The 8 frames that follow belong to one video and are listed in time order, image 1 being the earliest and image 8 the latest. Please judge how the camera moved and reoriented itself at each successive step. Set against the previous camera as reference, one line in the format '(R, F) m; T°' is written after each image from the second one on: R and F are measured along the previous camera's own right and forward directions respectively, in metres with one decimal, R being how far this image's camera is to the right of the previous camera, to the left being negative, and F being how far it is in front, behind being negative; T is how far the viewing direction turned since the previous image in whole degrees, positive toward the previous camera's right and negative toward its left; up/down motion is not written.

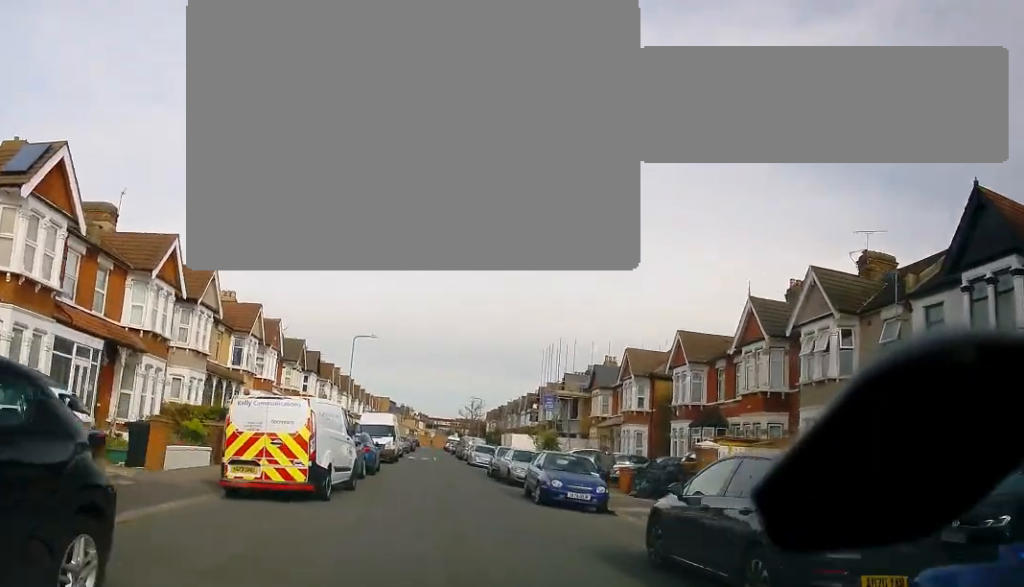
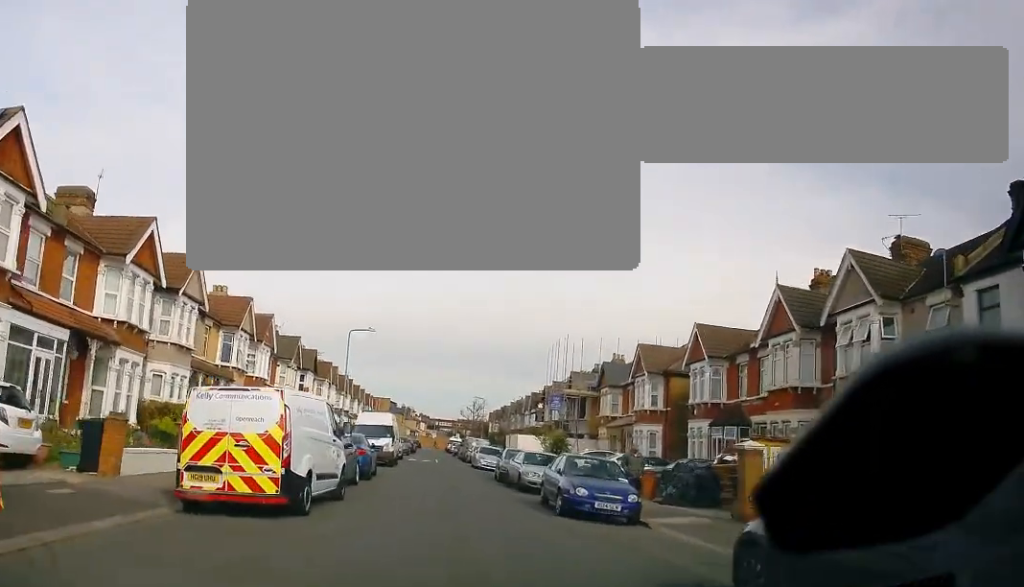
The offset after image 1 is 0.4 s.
(+0.1, +2.5) m; -2°
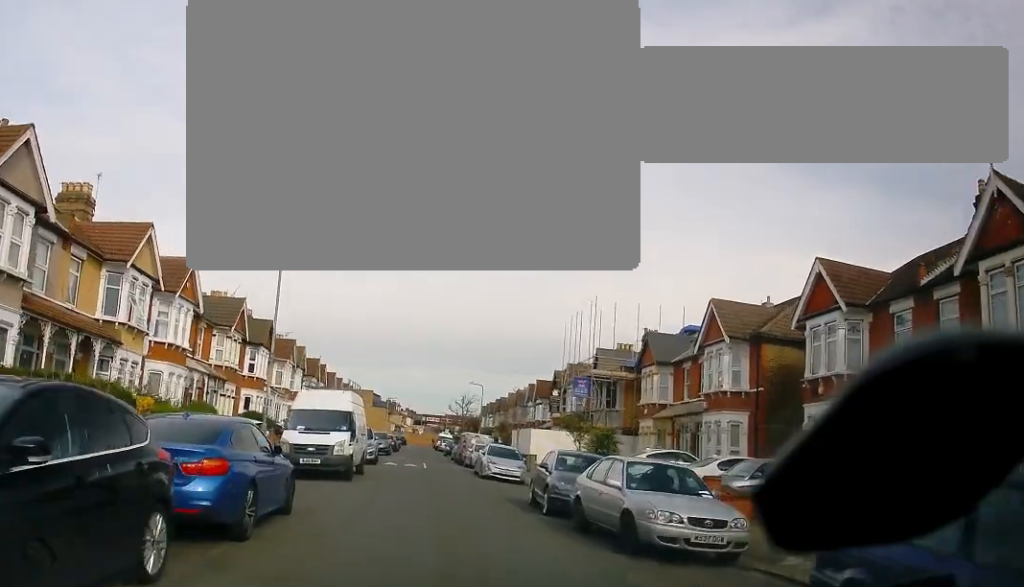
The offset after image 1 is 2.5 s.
(-0.1, +13.4) m; 0°
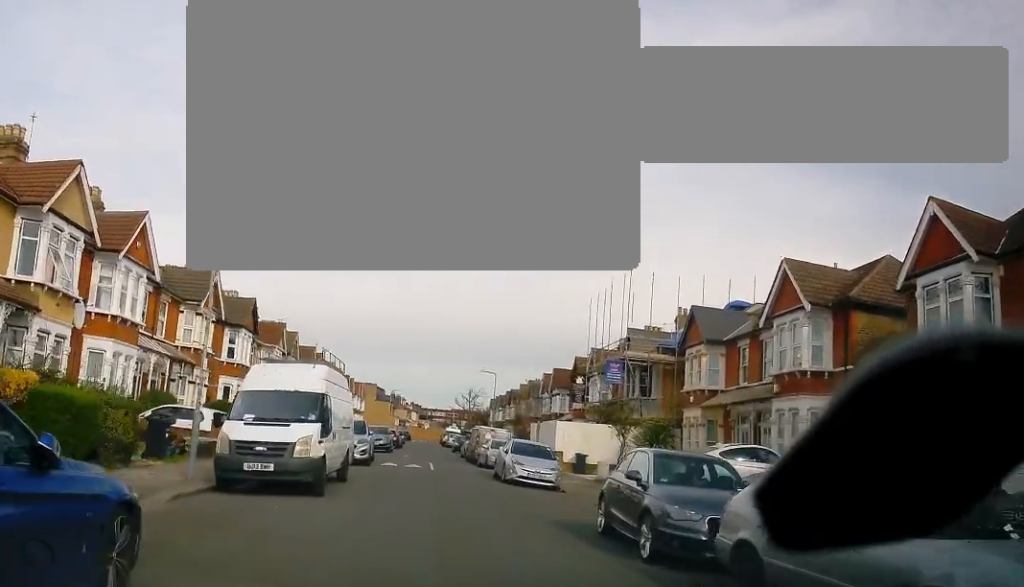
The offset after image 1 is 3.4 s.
(-0.2, +6.4) m; +1°
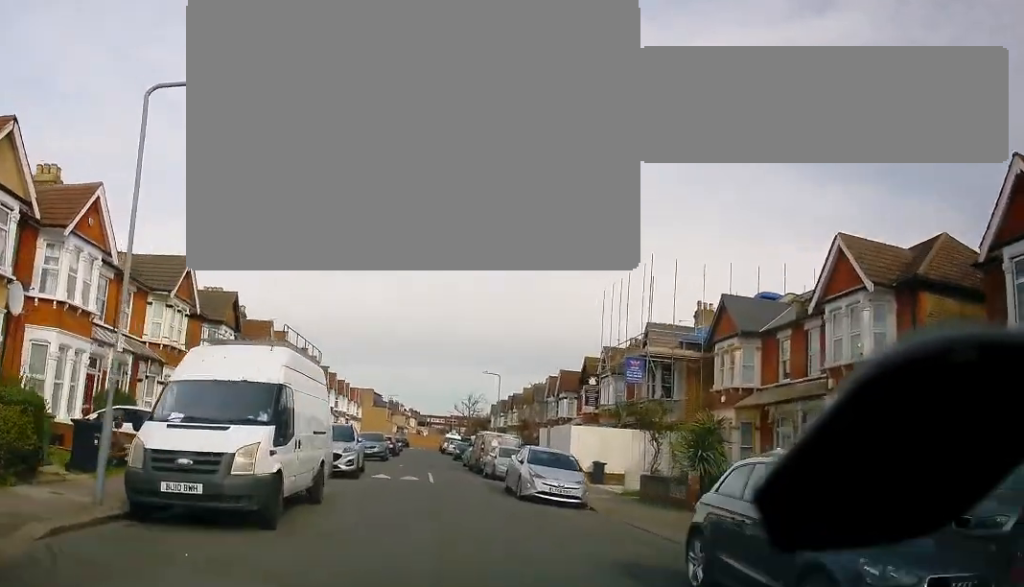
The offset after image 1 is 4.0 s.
(0.0, +3.8) m; 0°
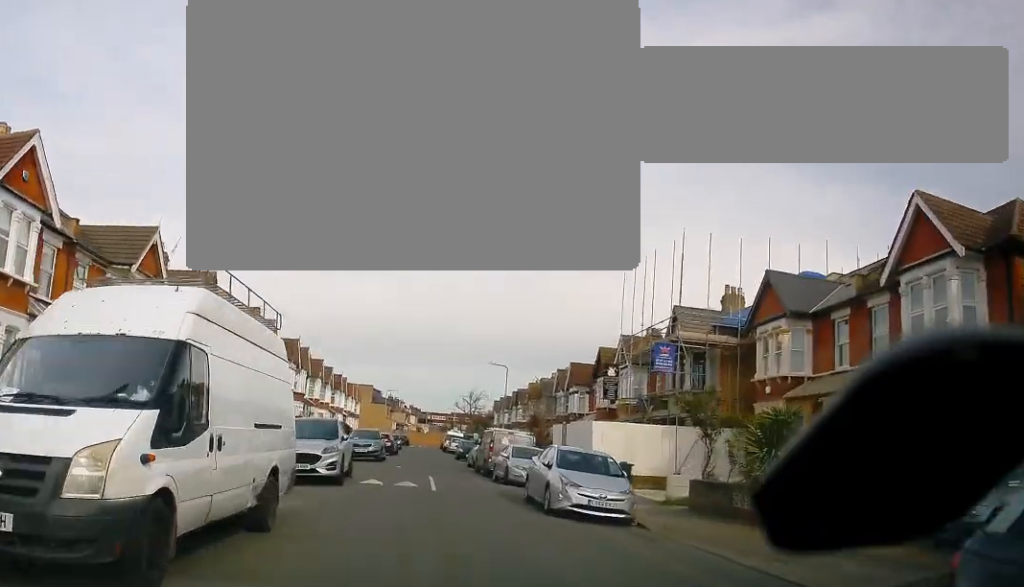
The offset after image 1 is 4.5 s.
(+0.3, +4.1) m; 0°
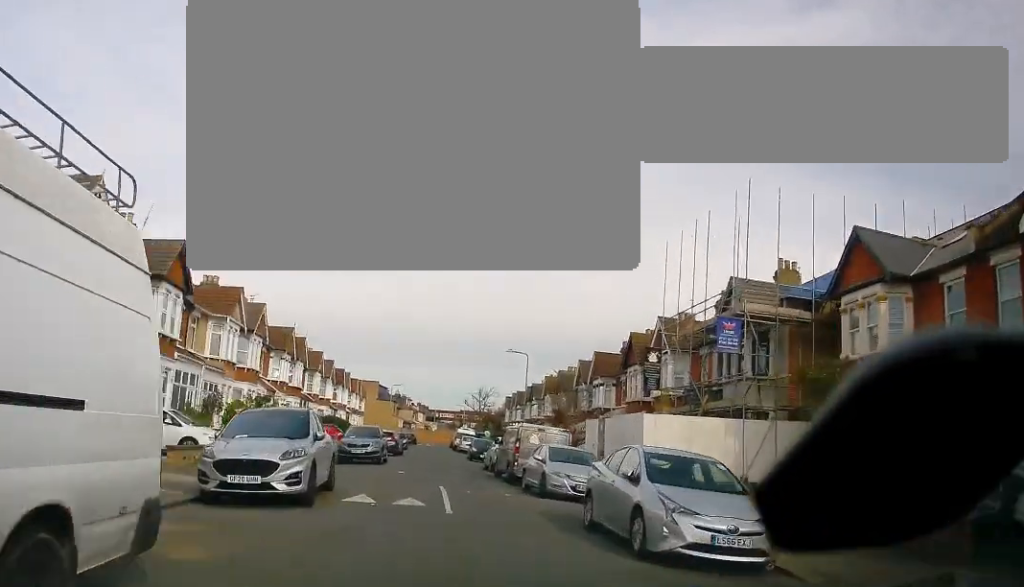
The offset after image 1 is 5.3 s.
(-0.2, +5.5) m; 0°
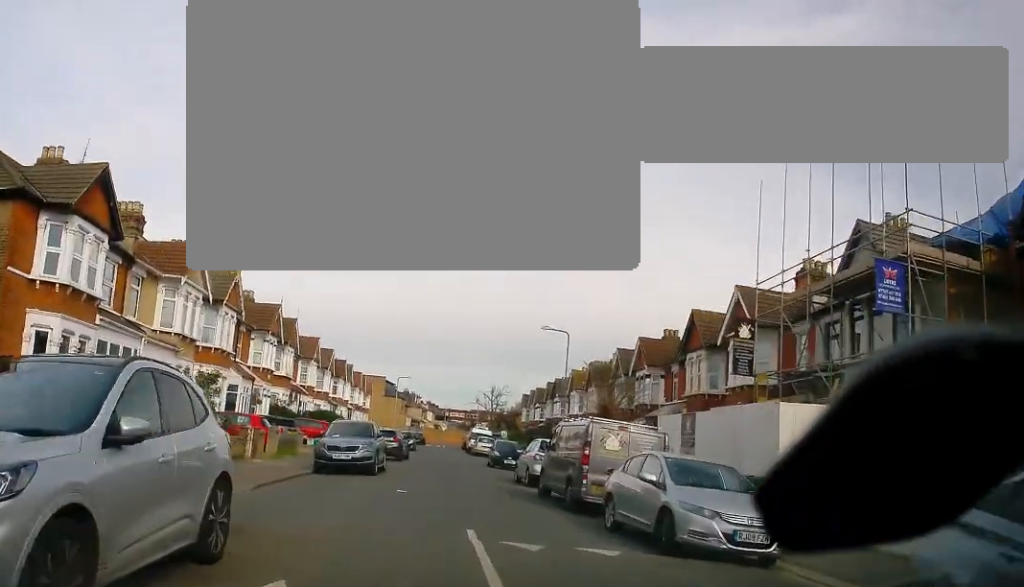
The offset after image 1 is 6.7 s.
(+0.2, +8.6) m; -3°
